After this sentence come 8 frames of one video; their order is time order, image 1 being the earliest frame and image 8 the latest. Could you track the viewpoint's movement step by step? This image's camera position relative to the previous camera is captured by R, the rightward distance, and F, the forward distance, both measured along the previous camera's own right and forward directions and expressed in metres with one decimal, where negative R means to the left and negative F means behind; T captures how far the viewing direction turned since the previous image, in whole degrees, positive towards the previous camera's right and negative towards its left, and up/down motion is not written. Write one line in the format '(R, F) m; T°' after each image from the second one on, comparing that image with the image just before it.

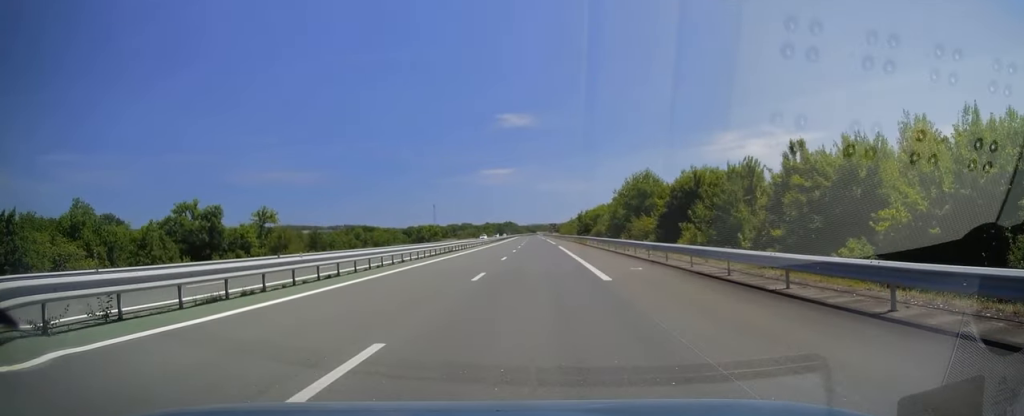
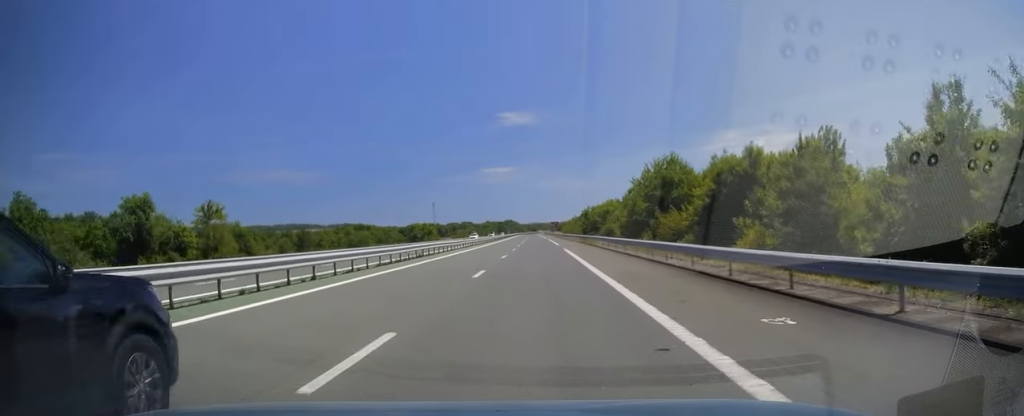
(-0.2, +12.3) m; 0°
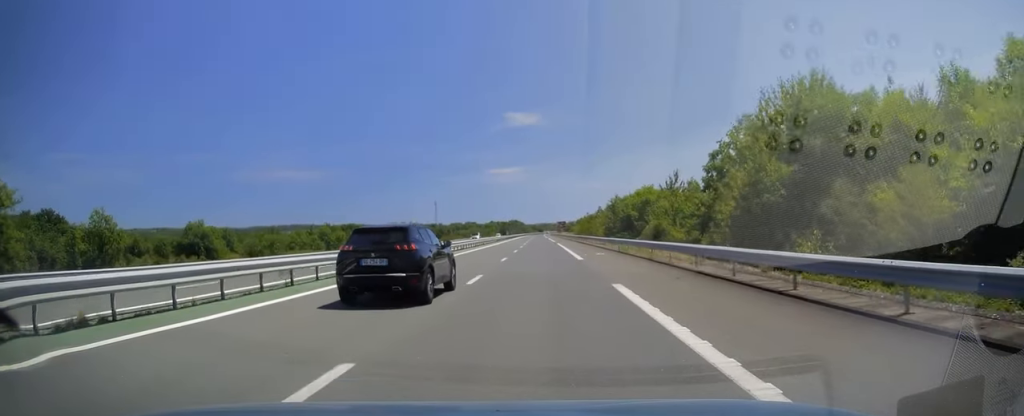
(+0.3, +28.0) m; 0°
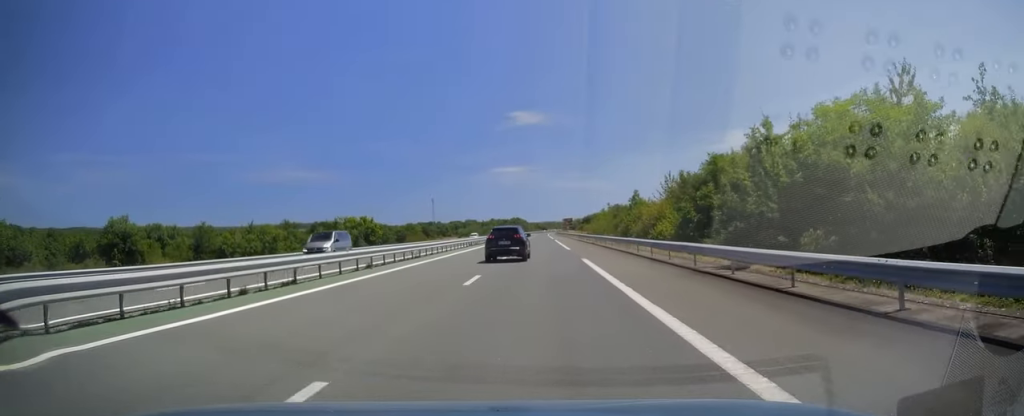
(-0.4, +39.8) m; -1°
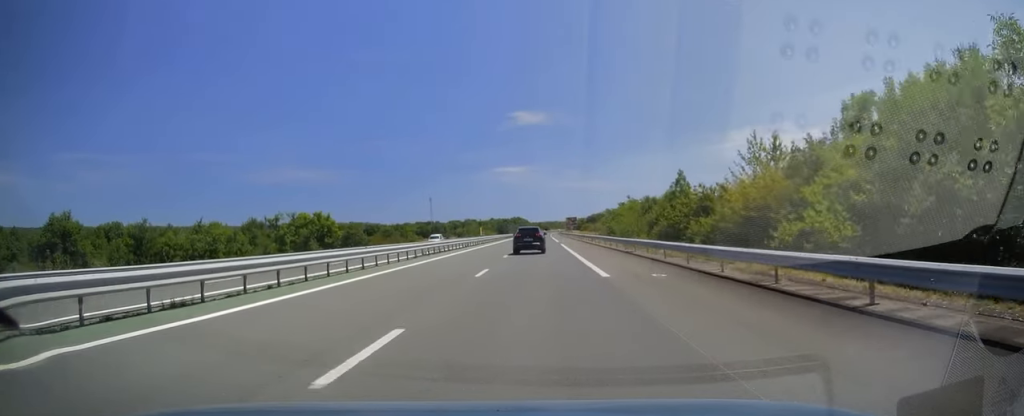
(+0.1, +23.1) m; -1°
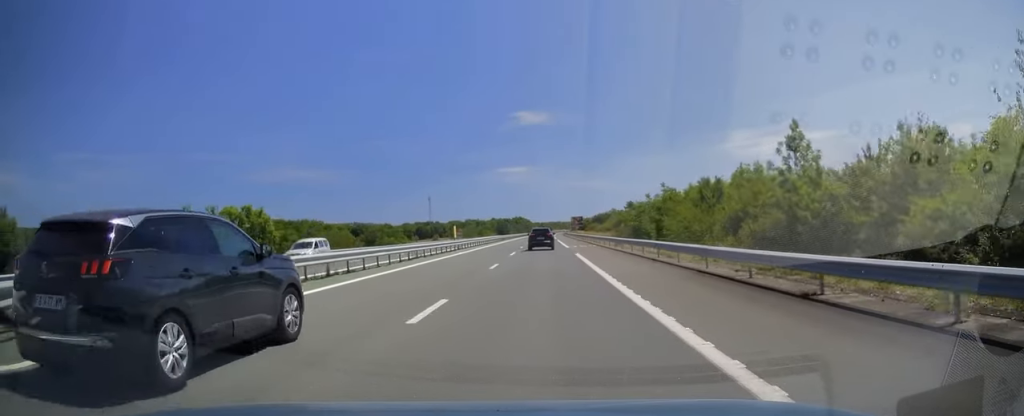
(-0.3, +22.1) m; 0°
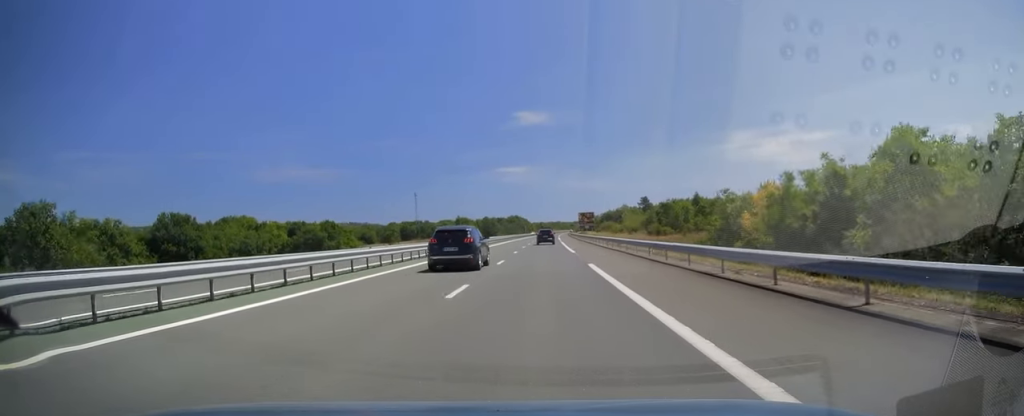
(+0.7, +61.5) m; 0°
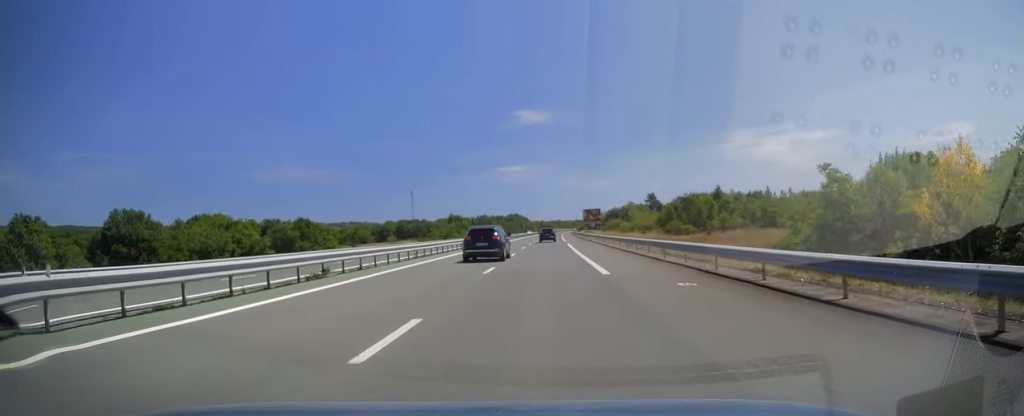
(-0.1, +19.2) m; 0°
